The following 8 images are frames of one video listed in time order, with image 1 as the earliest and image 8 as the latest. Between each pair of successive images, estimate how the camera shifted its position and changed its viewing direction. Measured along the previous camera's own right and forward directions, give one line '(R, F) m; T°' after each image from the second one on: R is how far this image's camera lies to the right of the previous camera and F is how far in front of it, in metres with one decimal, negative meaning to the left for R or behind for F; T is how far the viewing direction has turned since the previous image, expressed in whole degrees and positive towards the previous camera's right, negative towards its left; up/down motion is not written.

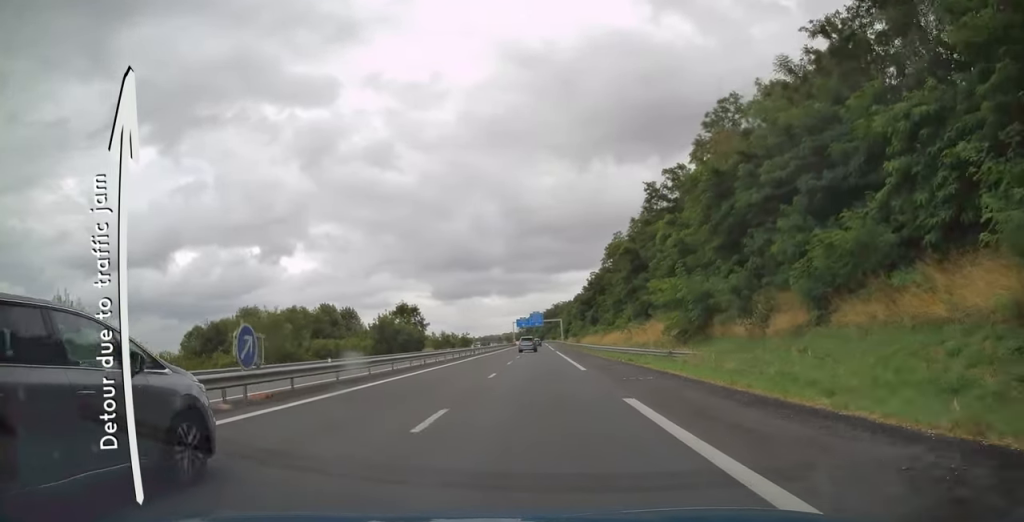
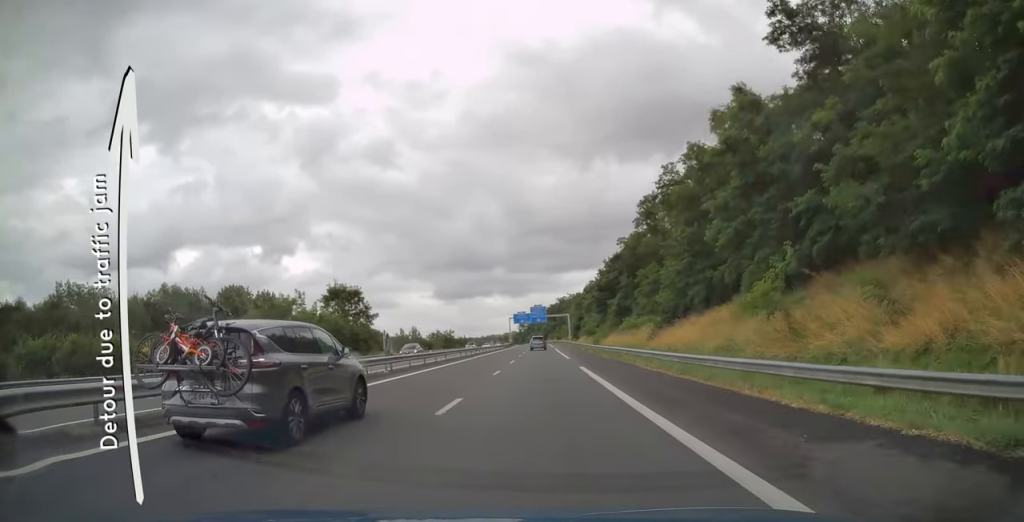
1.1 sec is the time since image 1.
(-0.2, +36.8) m; 0°
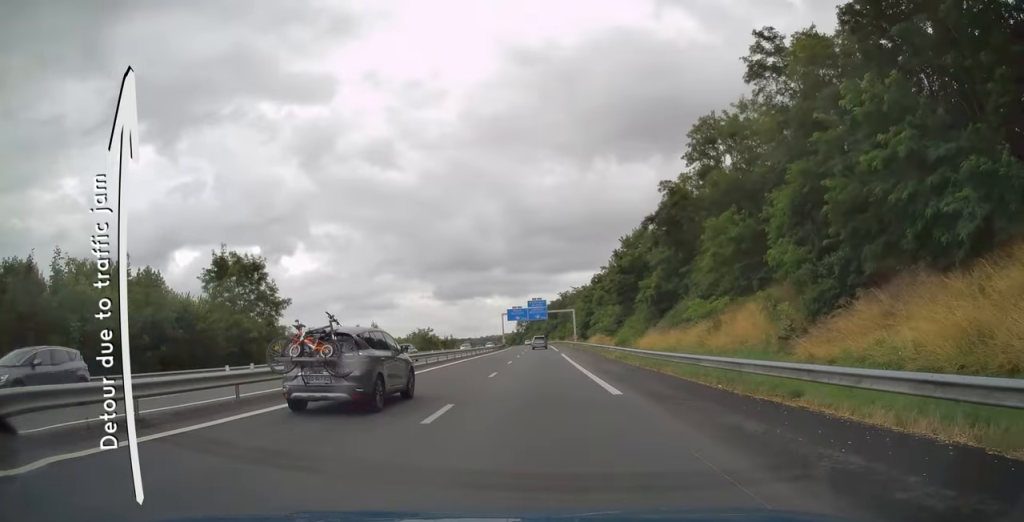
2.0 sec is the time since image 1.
(+0.3, +27.1) m; 0°
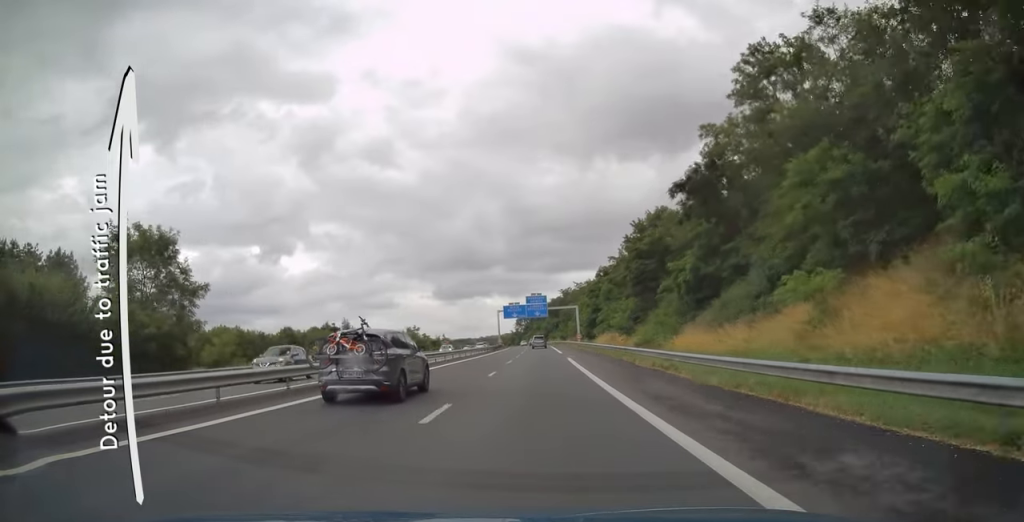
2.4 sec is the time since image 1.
(+0.1, +13.0) m; 0°
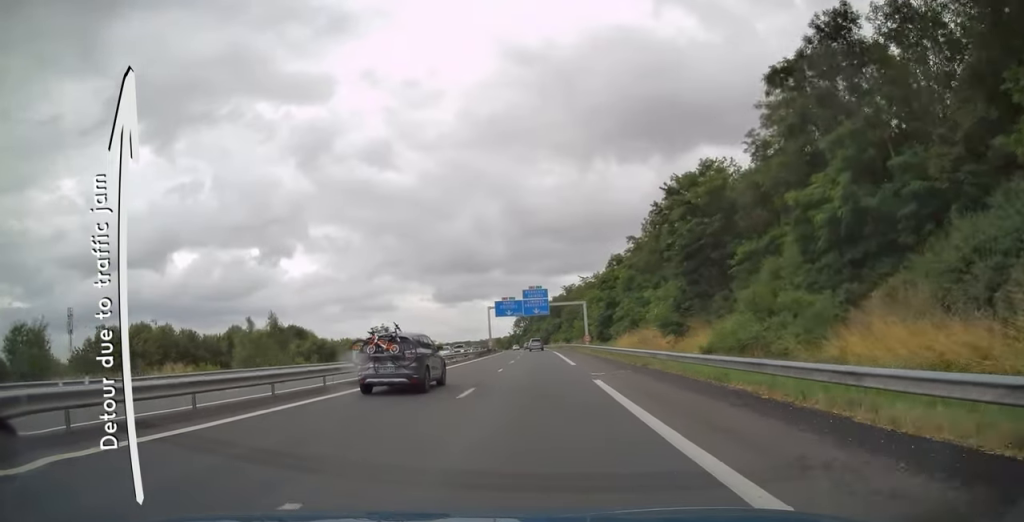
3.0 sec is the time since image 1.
(-0.3, +21.1) m; -1°
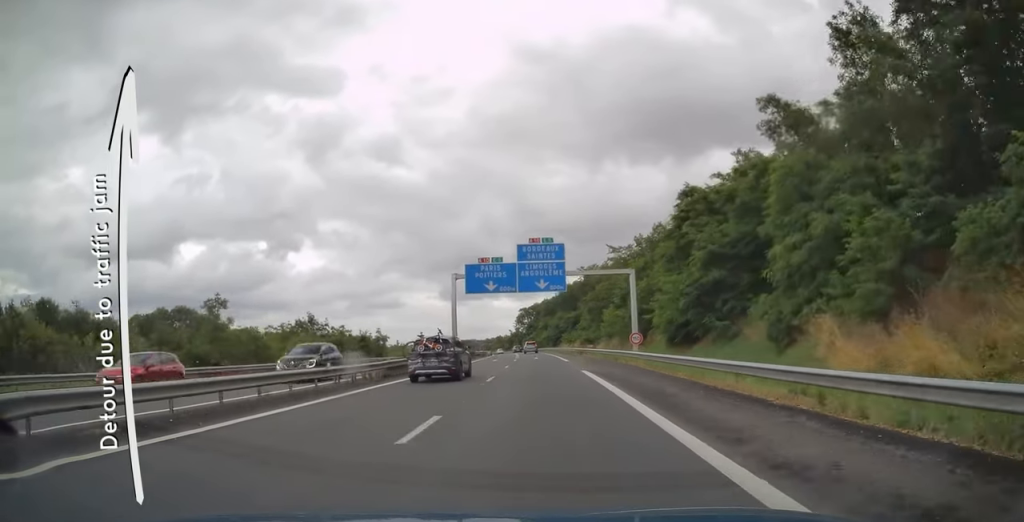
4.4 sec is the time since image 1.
(-0.2, +45.5) m; 0°
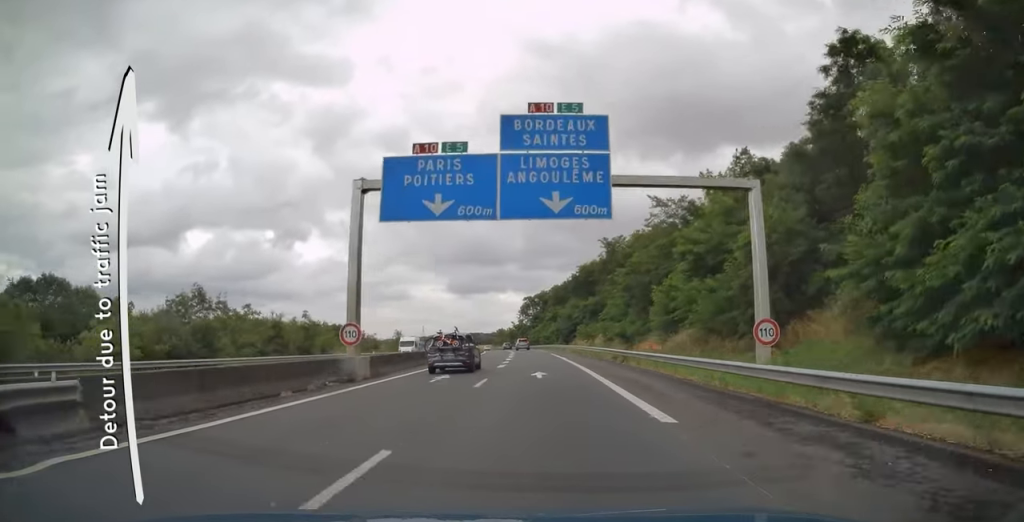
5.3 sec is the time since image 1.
(0.0, +29.8) m; 0°
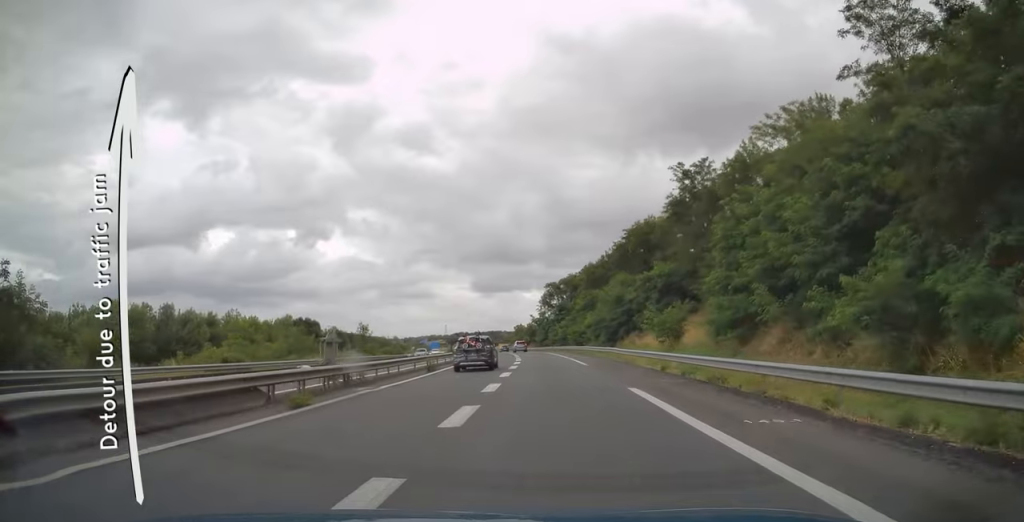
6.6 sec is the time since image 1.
(-0.4, +39.5) m; -2°
